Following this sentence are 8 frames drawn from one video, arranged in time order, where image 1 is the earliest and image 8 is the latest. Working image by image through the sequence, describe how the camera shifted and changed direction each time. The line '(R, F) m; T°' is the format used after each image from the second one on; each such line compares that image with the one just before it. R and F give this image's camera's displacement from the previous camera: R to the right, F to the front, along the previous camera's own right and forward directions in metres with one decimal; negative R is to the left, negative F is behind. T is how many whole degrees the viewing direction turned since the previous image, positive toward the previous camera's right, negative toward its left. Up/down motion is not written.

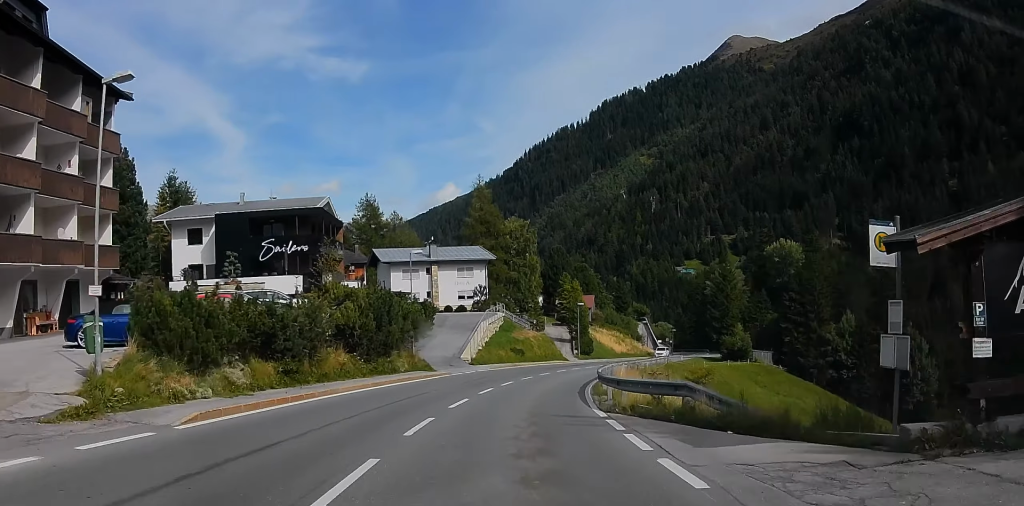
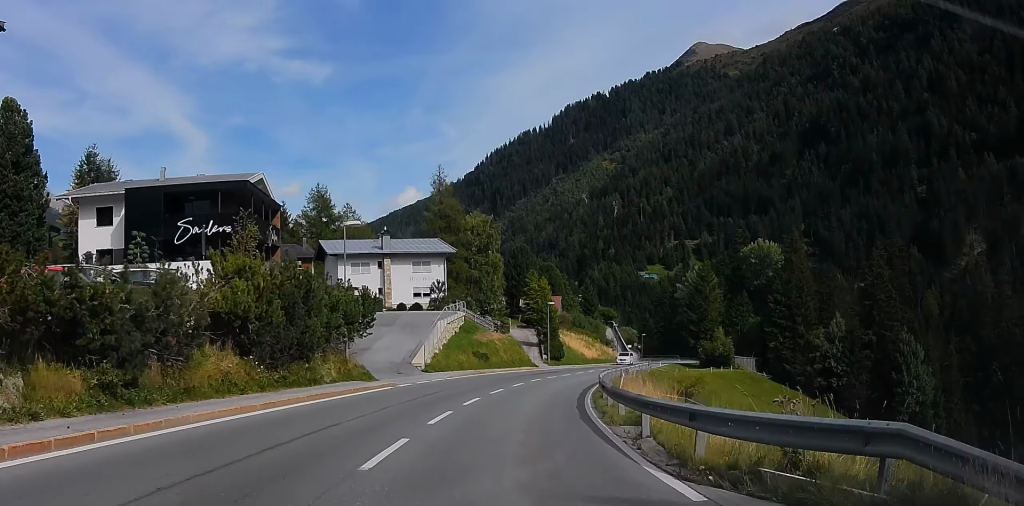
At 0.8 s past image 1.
(0.0, +9.4) m; +6°
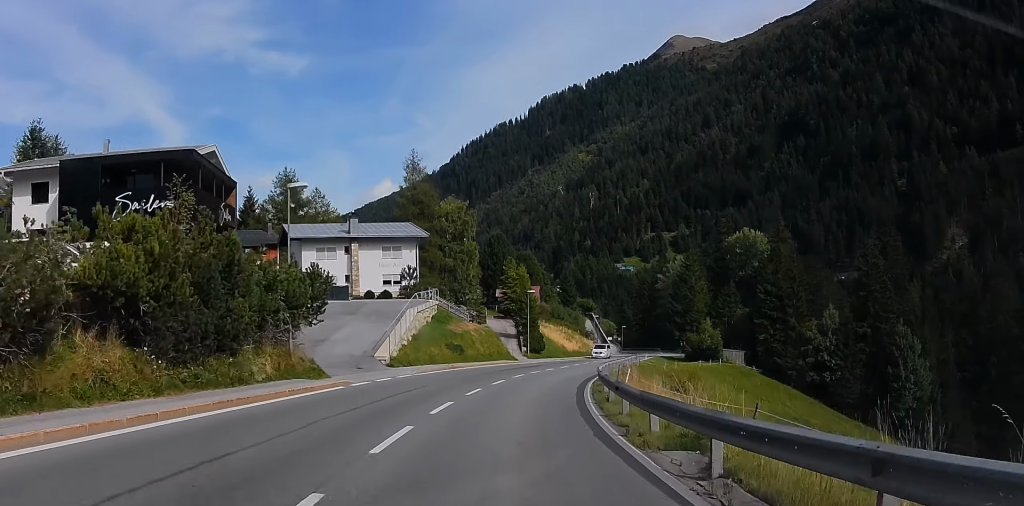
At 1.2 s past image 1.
(+0.3, +5.5) m; +6°
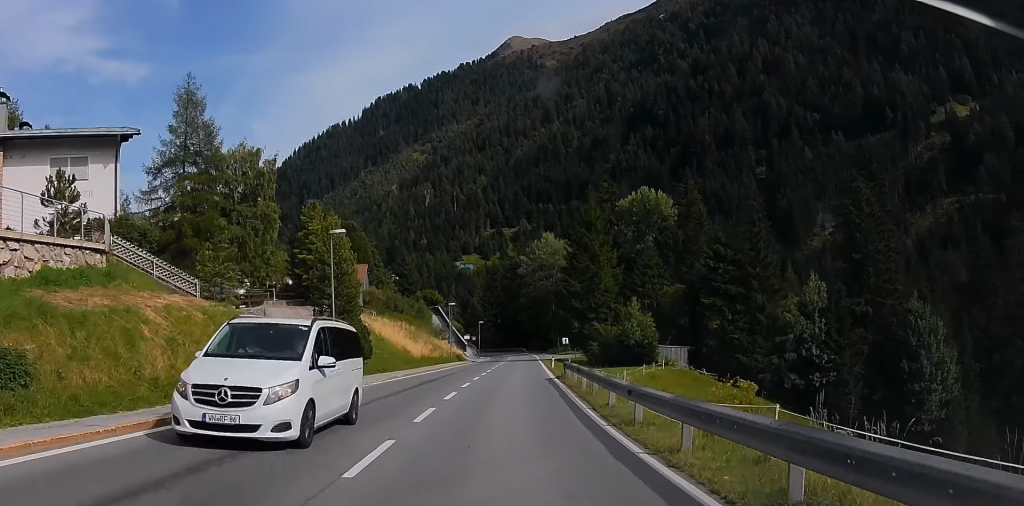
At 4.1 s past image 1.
(+2.9, +37.4) m; +12°
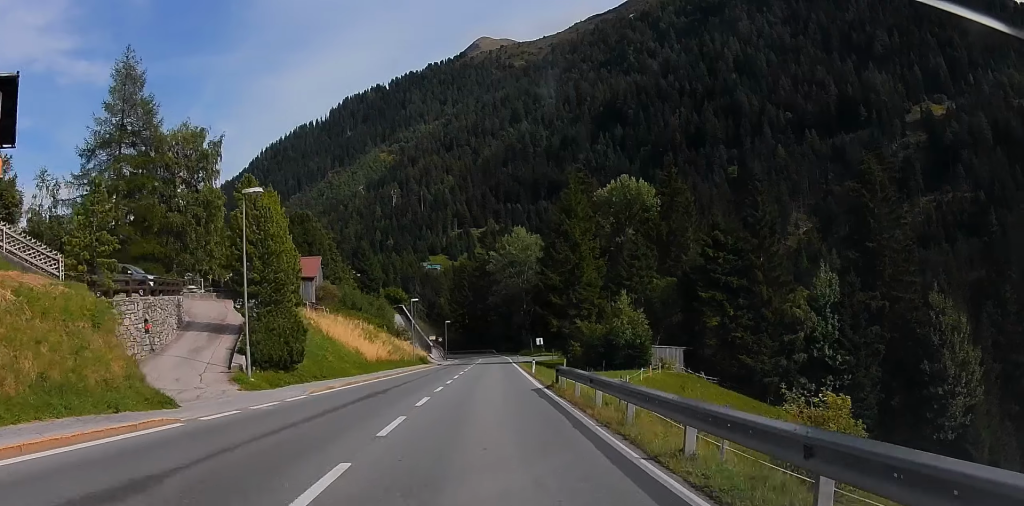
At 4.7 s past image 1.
(+0.6, +8.6) m; +4°
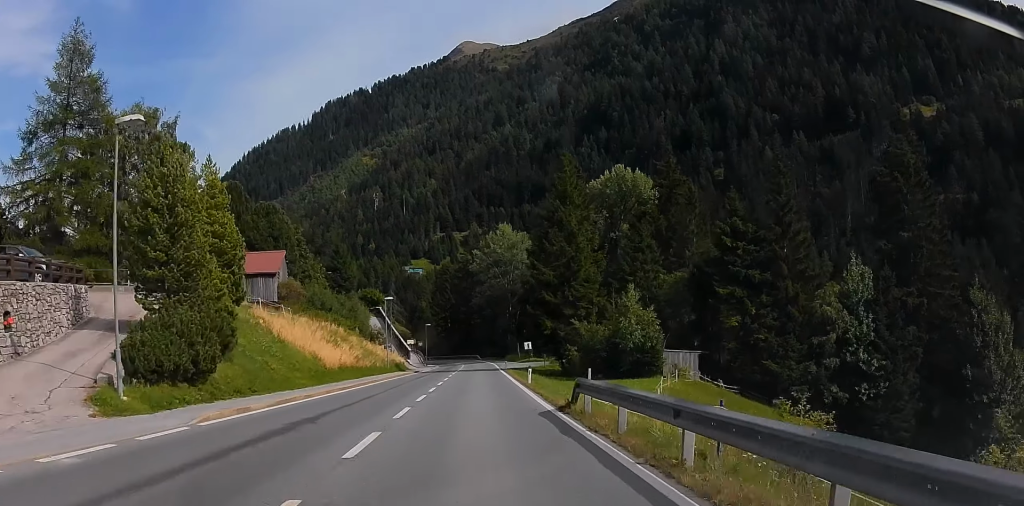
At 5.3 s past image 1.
(+0.9, +8.3) m; 0°
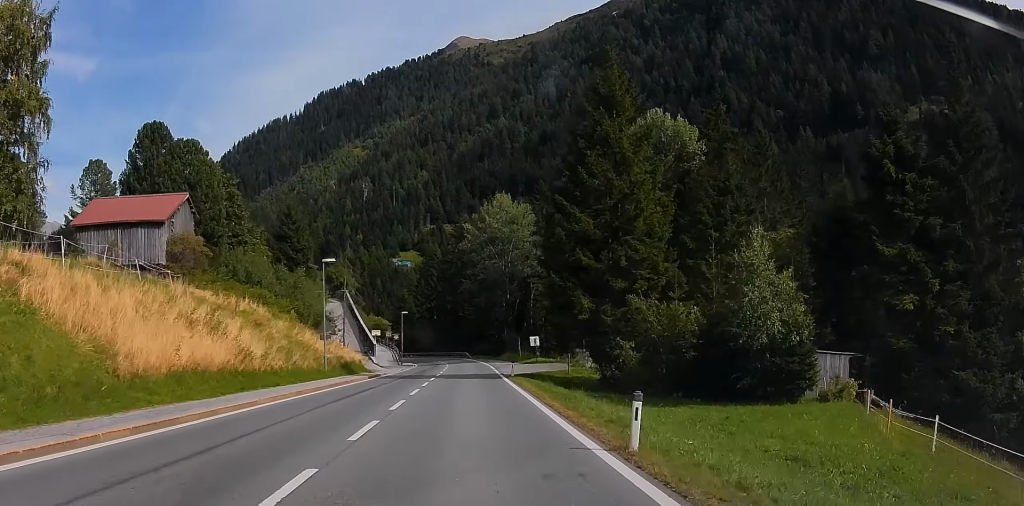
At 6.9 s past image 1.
(-0.6, +22.9) m; +3°
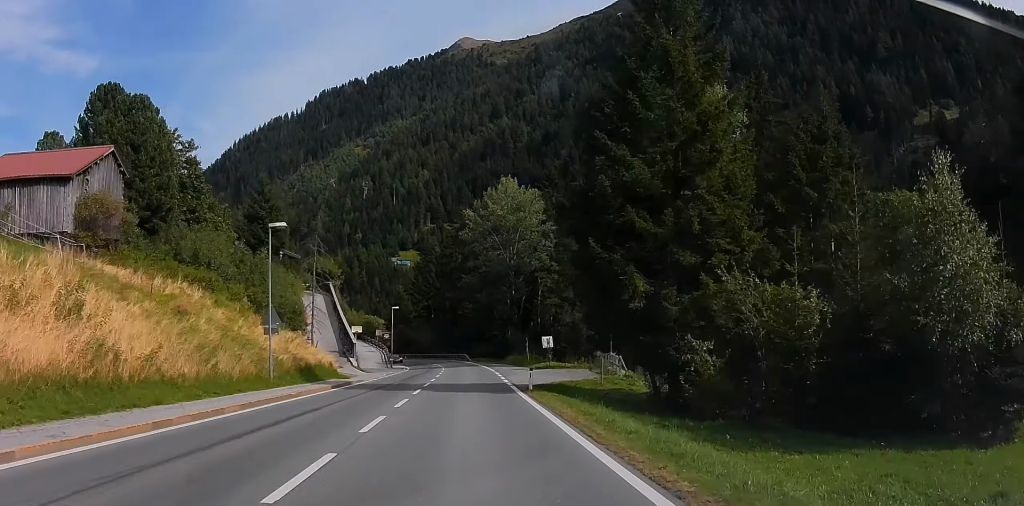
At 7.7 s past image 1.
(+0.5, +11.0) m; +3°
